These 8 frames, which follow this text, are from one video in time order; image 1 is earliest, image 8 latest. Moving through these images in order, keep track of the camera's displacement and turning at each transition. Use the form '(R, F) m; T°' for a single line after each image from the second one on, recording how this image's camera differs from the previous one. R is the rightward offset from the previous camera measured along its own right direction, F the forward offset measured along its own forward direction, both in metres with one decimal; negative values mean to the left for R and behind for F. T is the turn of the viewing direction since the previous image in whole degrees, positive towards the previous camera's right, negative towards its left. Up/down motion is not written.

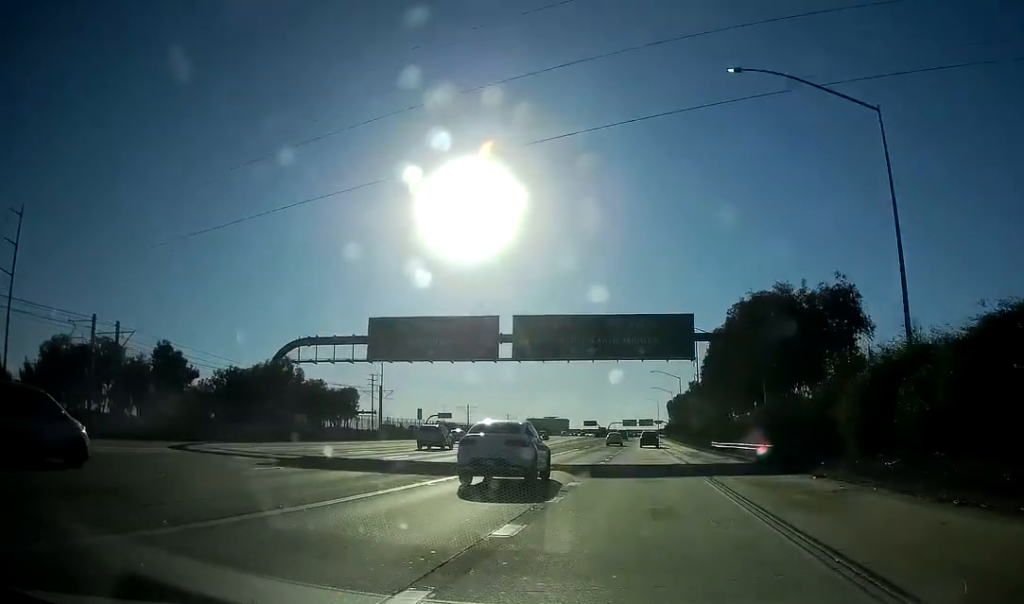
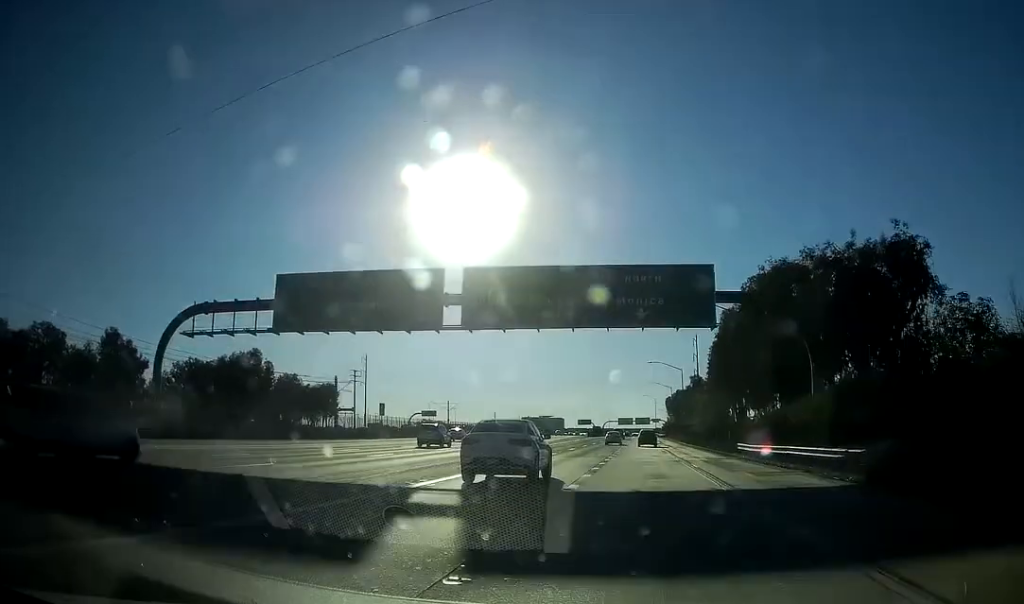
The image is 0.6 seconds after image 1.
(+0.1, +15.5) m; +1°
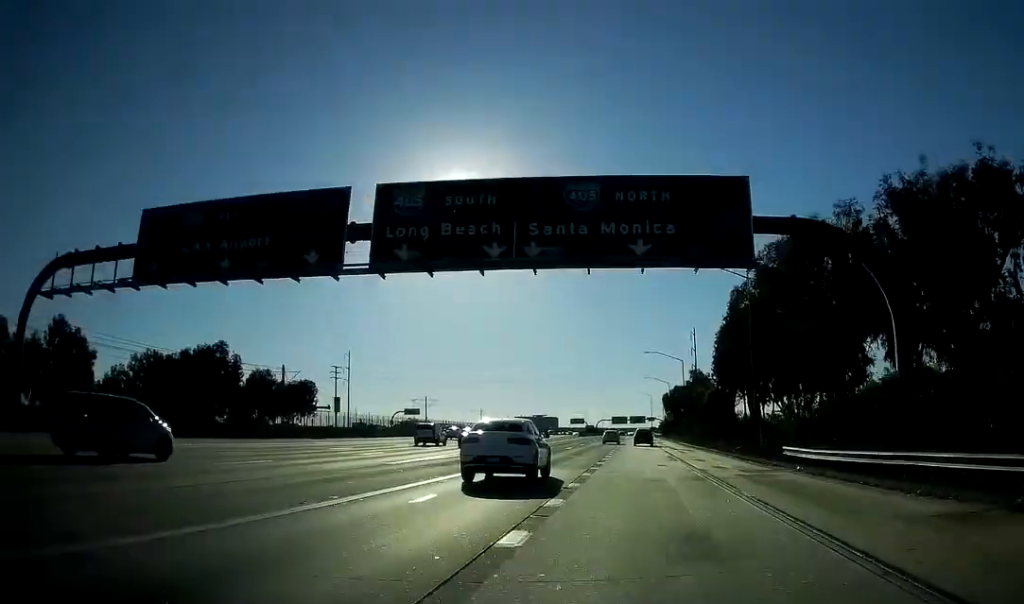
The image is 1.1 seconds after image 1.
(0.0, +12.8) m; 0°
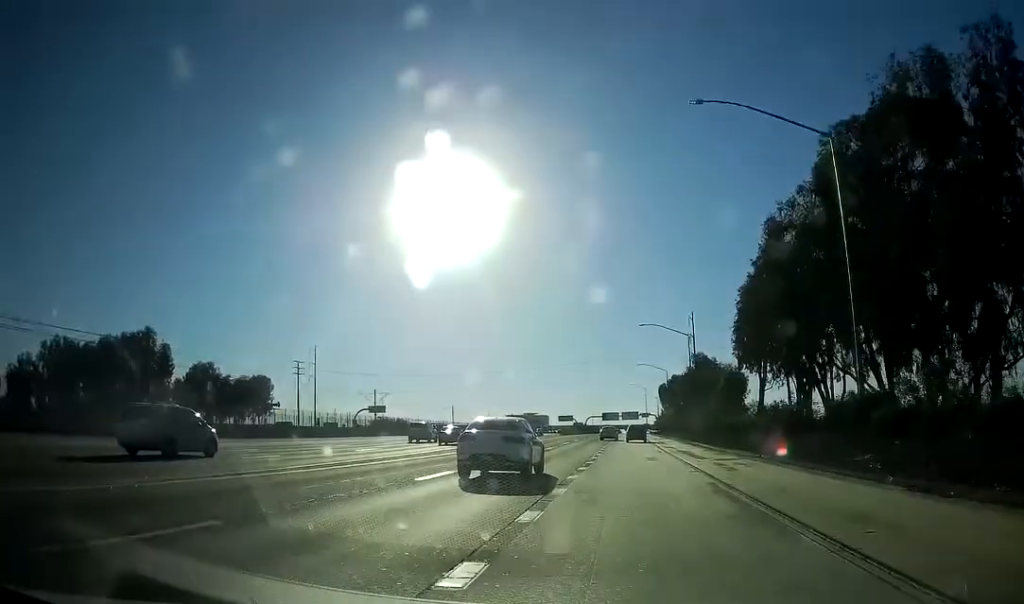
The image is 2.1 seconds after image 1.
(+0.2, +25.2) m; 0°
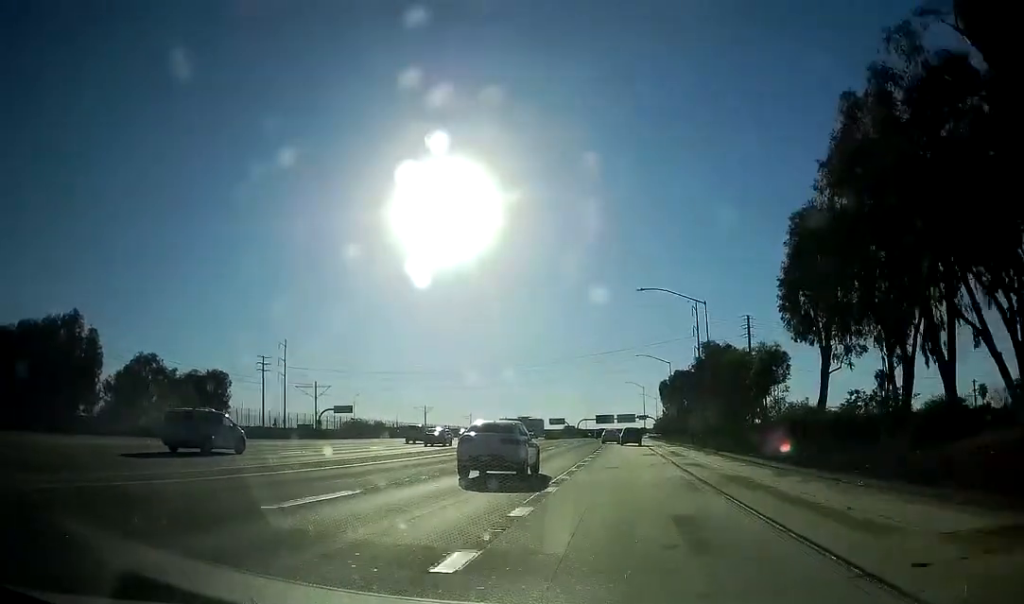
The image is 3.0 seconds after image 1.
(-0.1, +22.1) m; 0°
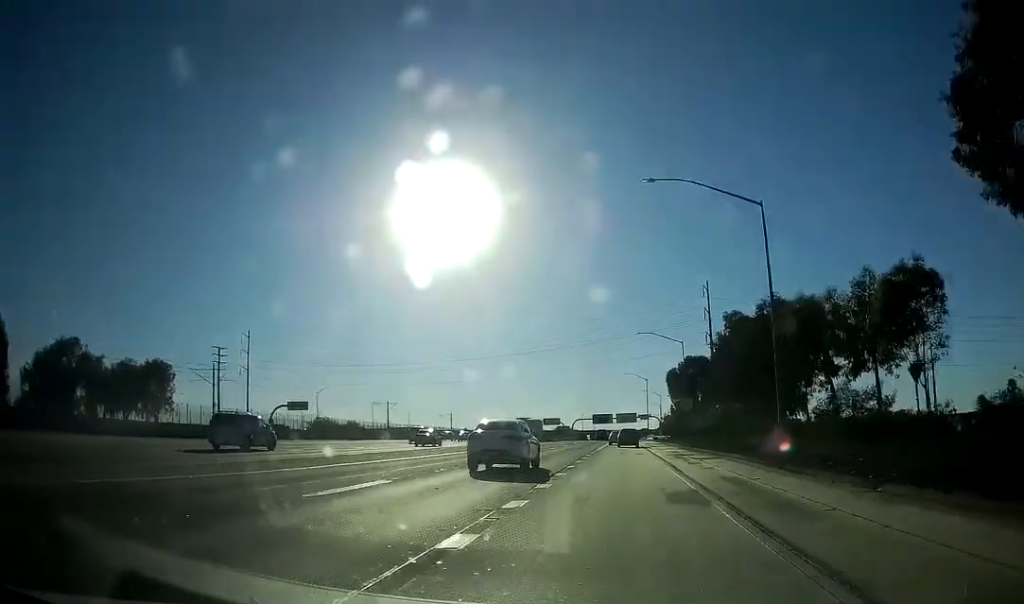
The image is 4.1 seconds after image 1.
(+0.1, +26.6) m; 0°
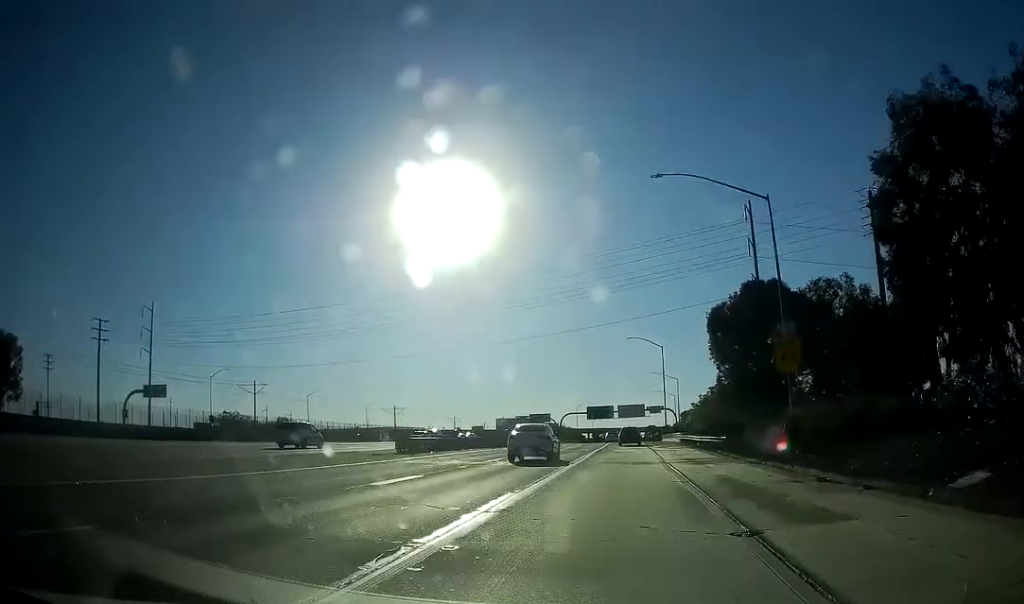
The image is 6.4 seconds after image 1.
(+0.1, +53.6) m; 0°
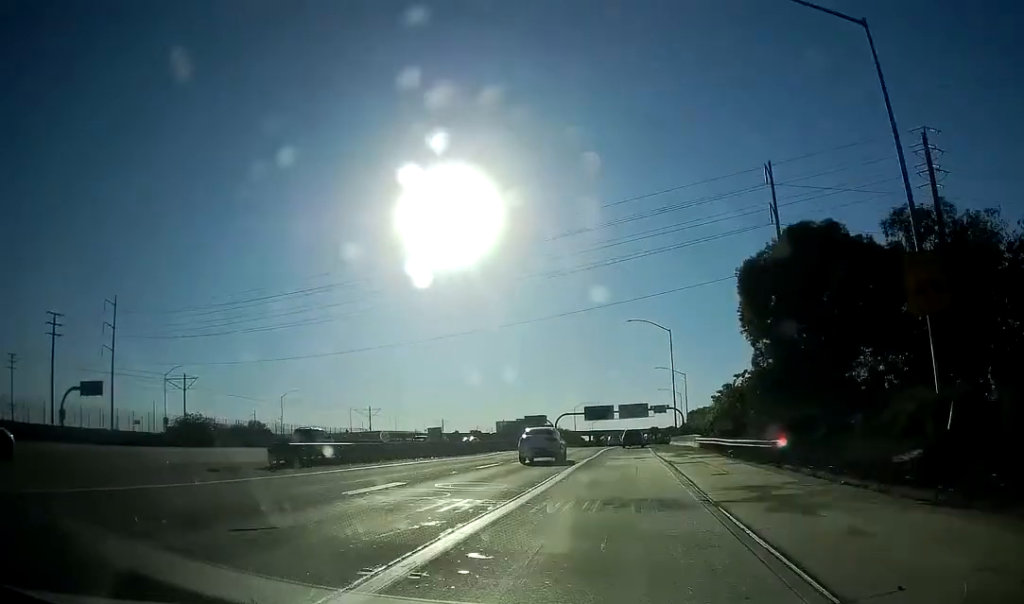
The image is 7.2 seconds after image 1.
(0.0, +16.3) m; 0°
